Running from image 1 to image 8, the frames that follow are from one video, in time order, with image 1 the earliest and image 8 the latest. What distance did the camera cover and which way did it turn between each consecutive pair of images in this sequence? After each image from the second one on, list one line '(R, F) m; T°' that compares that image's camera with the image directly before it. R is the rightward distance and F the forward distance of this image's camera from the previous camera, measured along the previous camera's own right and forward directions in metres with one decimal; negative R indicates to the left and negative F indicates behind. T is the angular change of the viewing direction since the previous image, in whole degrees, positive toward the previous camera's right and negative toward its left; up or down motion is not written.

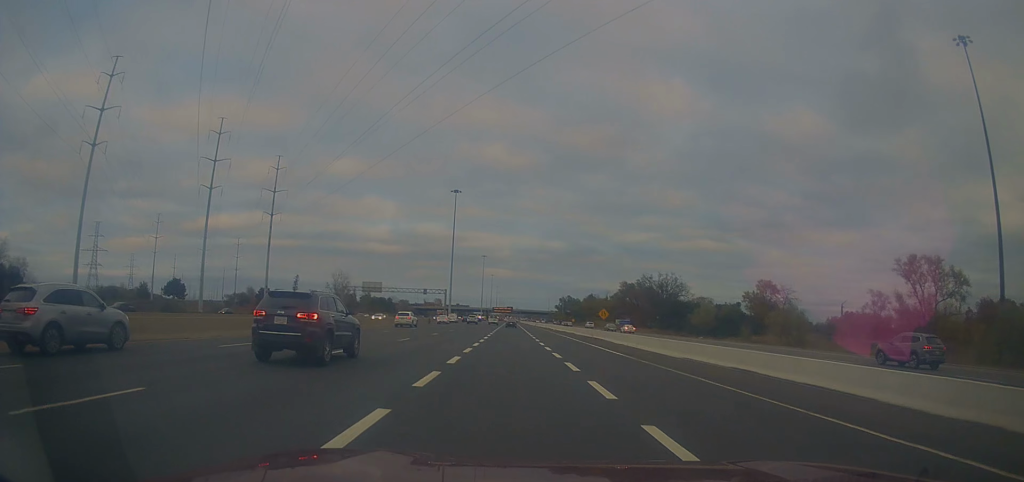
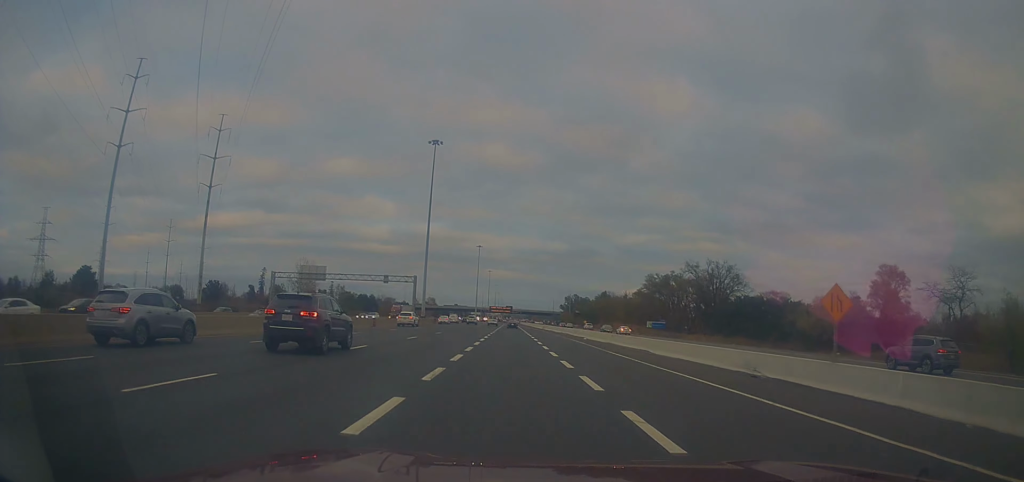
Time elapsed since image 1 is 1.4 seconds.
(-0.5, +45.8) m; -1°
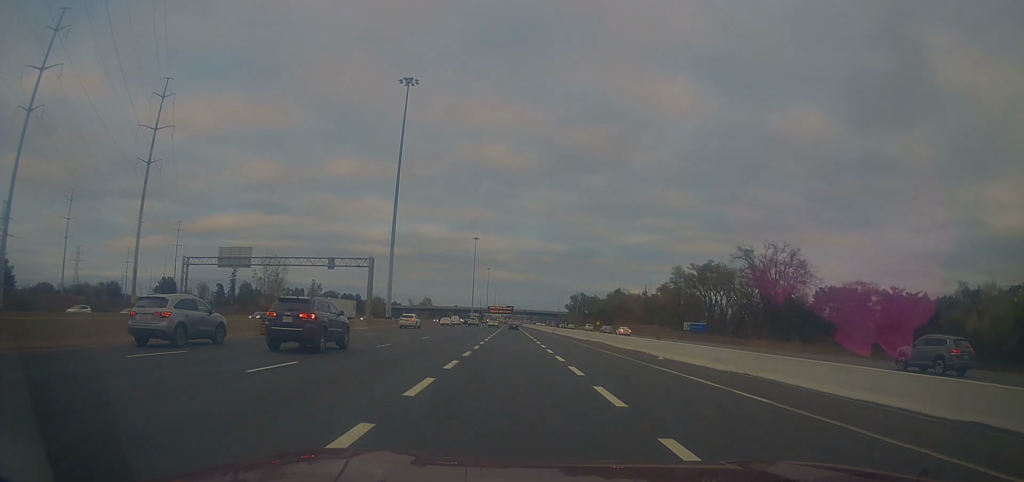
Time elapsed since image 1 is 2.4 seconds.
(0.0, +31.9) m; 0°
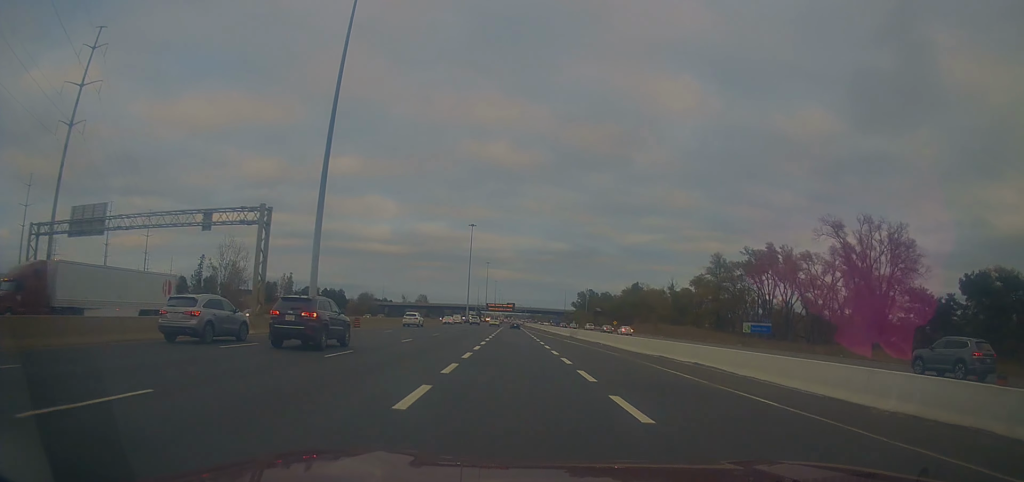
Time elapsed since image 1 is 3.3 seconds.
(0.0, +31.0) m; 0°
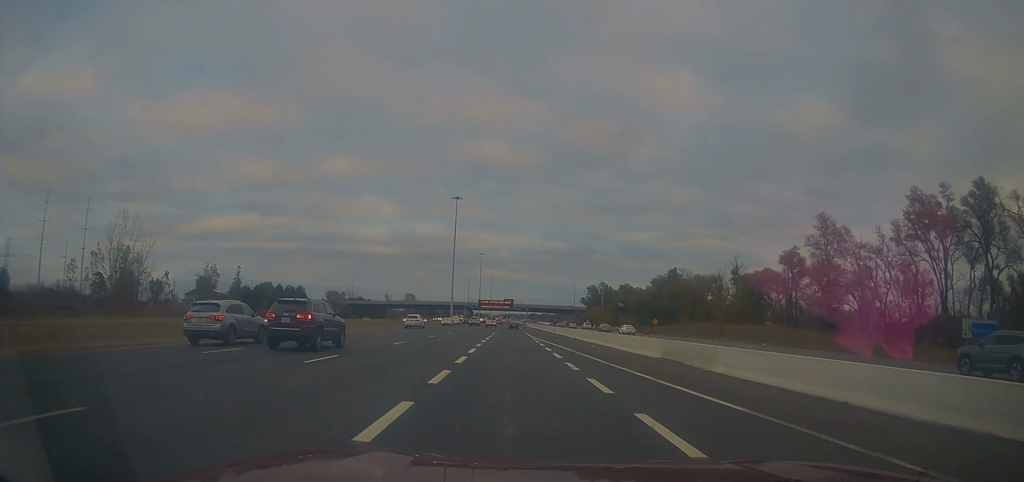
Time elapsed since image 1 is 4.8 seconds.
(+0.1, +49.4) m; 0°
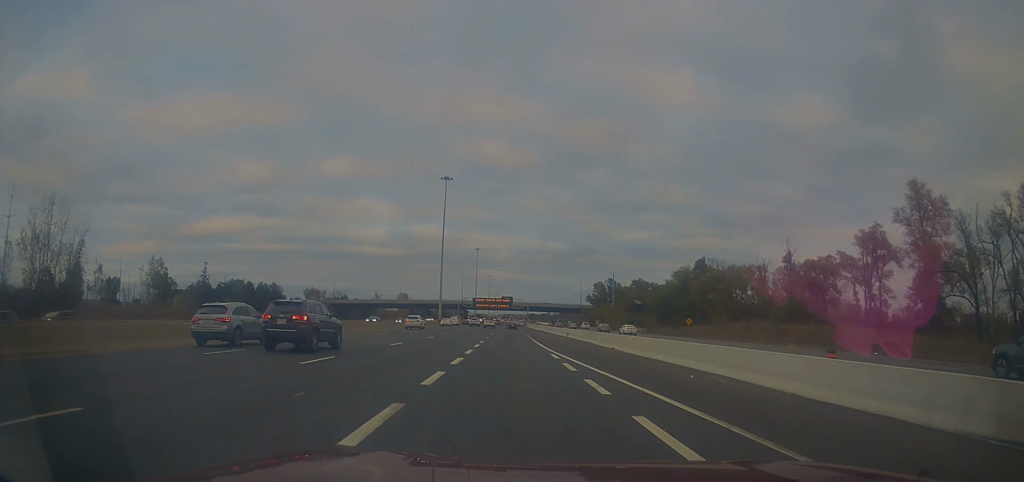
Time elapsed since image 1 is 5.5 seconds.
(-0.1, +23.8) m; 0°
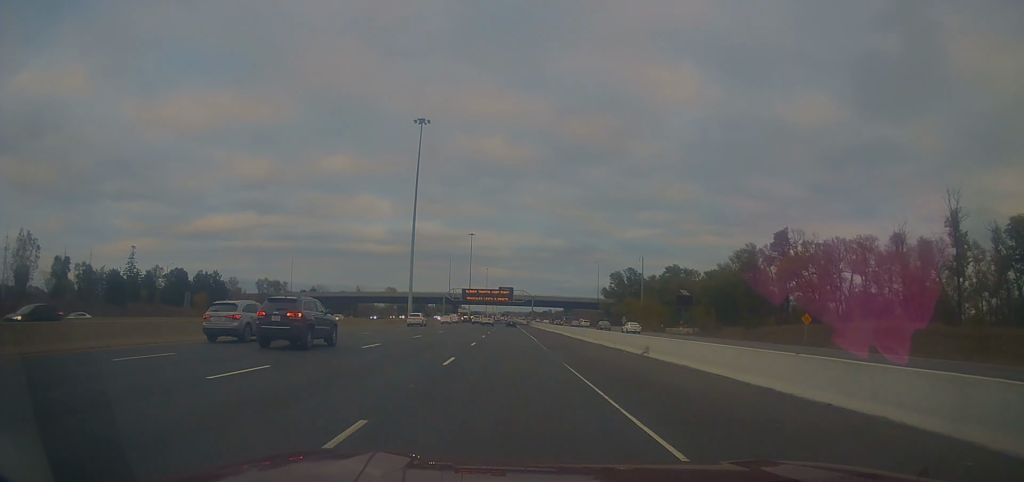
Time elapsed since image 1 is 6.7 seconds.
(-0.1, +40.6) m; 0°
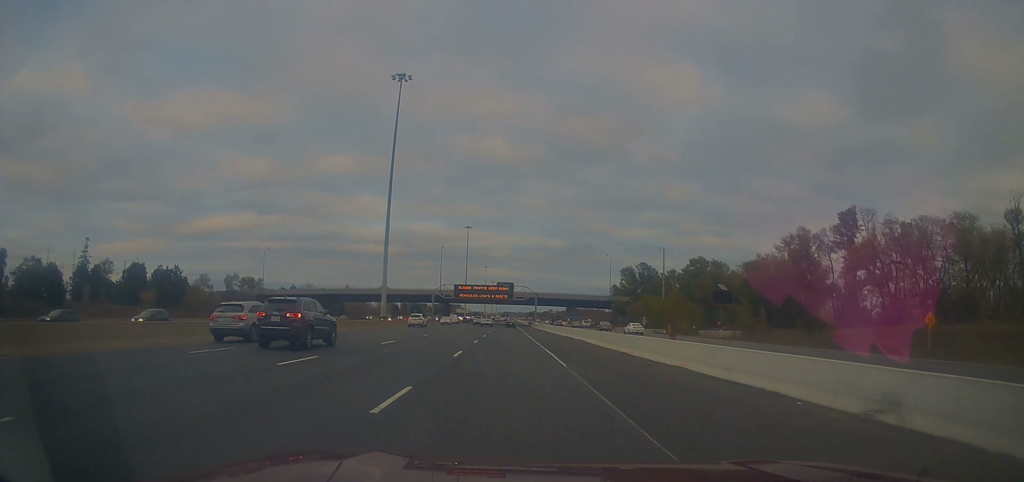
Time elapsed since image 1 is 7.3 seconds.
(0.0, +20.2) m; 0°
